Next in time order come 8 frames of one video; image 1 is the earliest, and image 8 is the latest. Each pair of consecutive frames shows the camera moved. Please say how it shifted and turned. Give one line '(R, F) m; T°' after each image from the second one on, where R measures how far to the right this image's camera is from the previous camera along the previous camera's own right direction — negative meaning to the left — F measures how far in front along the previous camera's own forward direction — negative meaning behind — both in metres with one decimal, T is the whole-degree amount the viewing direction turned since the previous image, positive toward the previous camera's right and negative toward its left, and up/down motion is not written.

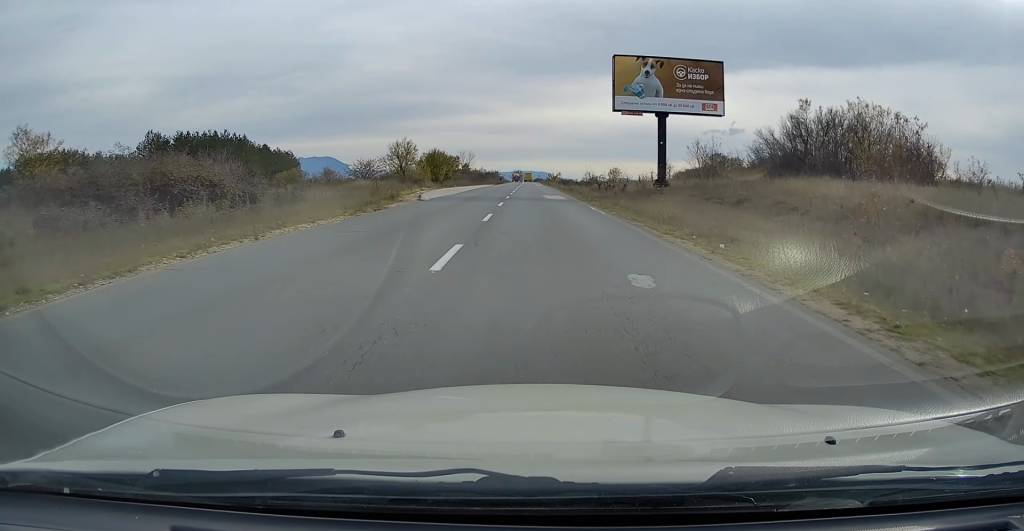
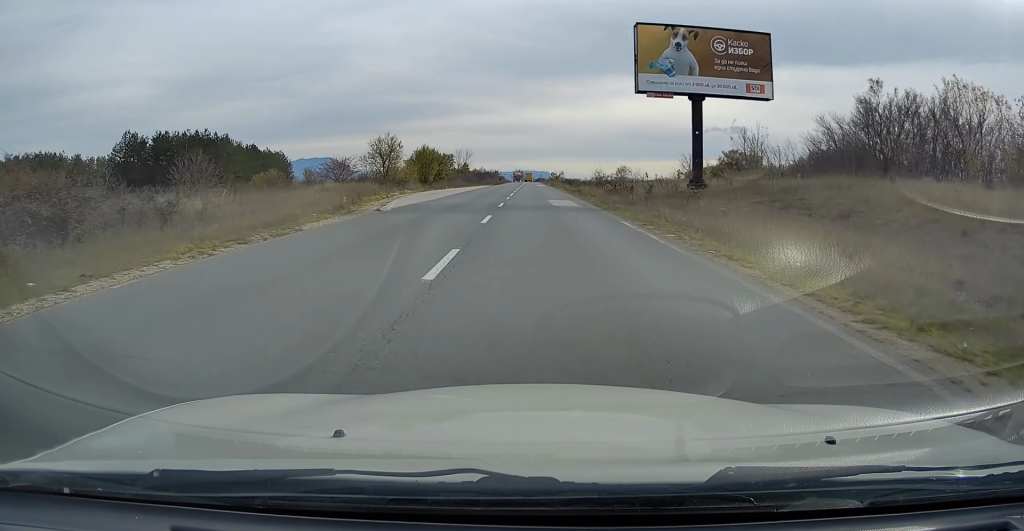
(-0.1, +9.8) m; 0°
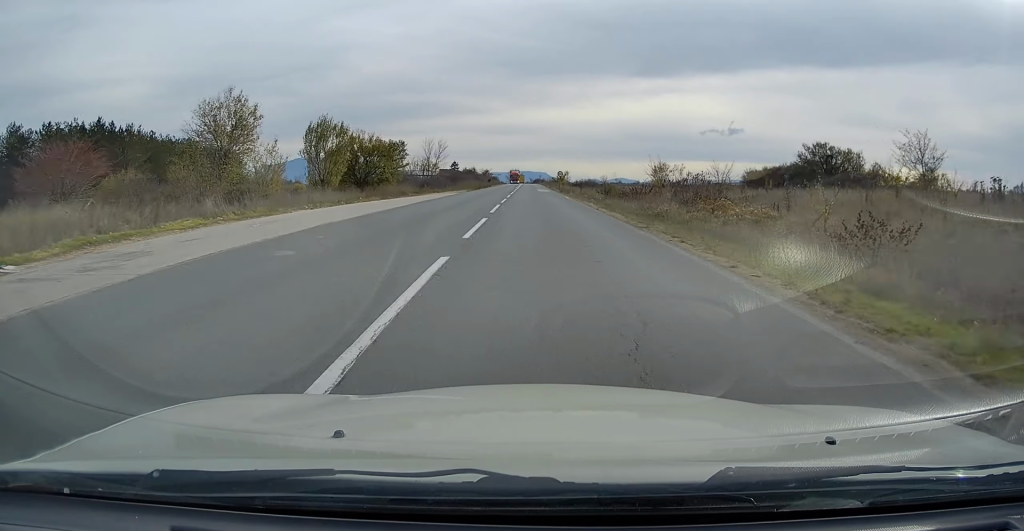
(-0.2, +36.9) m; 0°
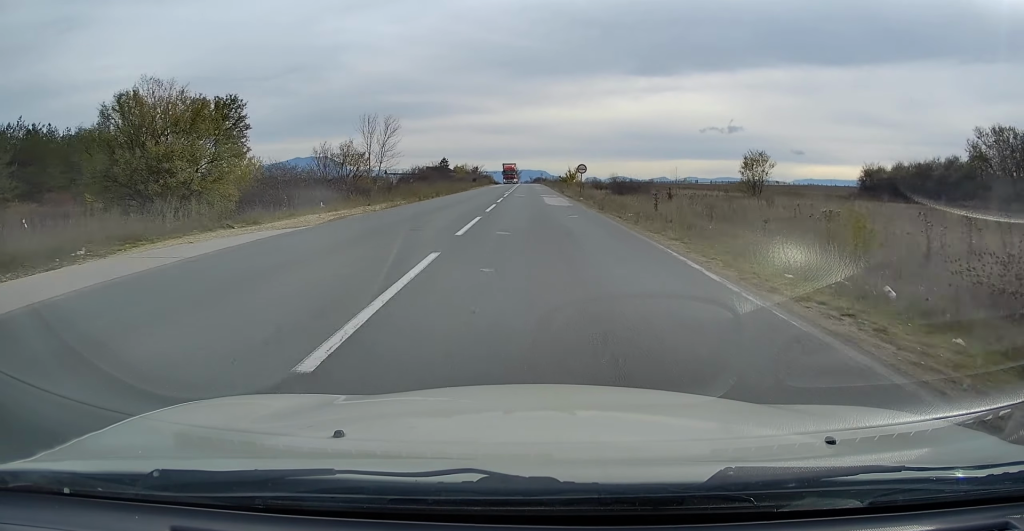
(+0.2, +35.4) m; 0°
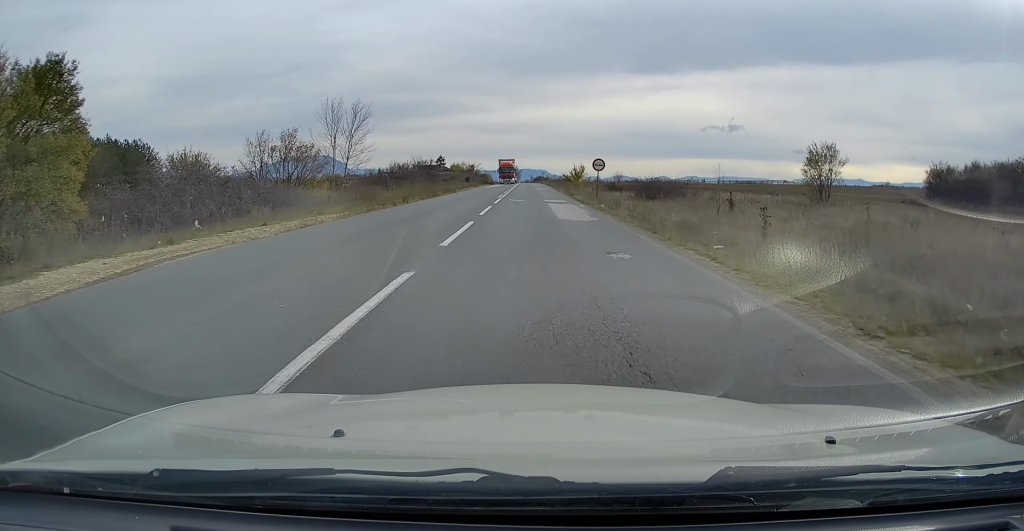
(0.0, +11.3) m; 0°
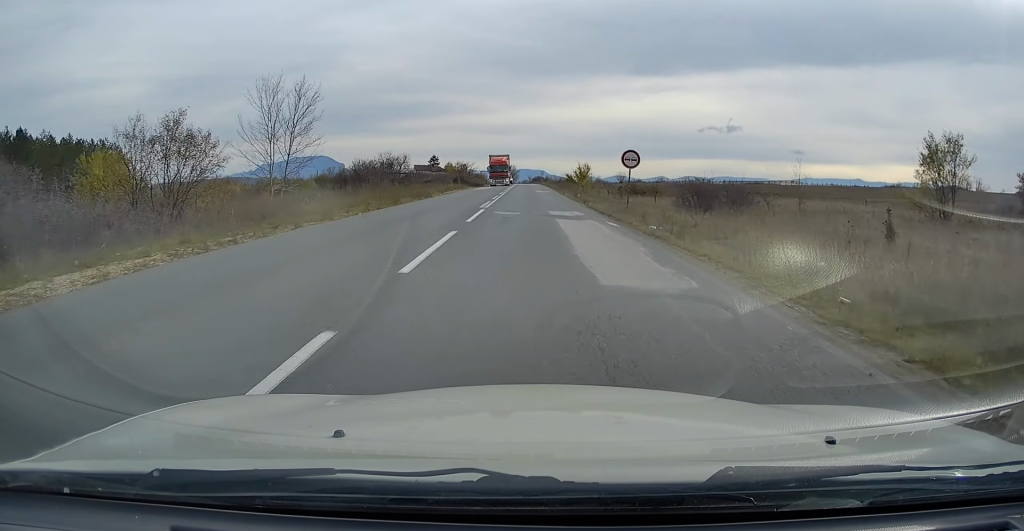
(0.0, +12.1) m; 0°
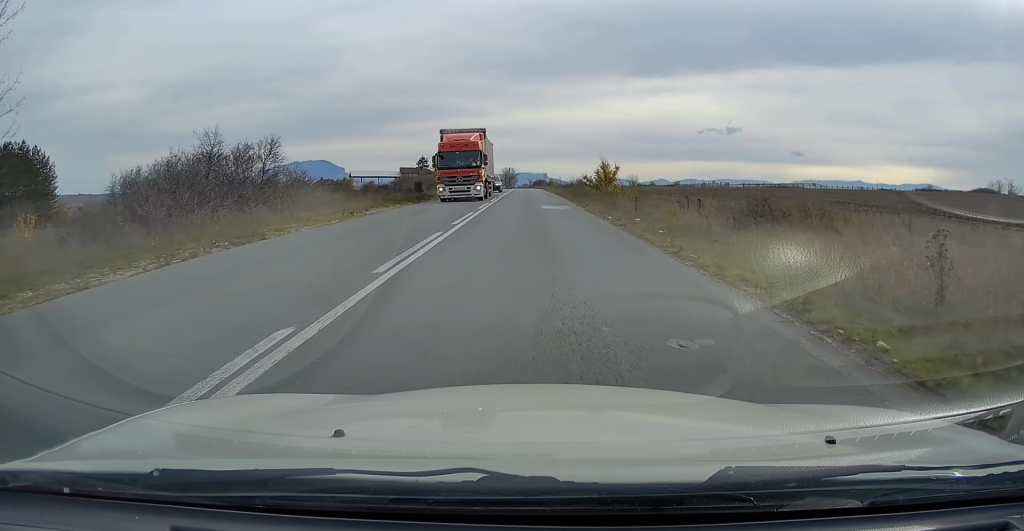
(0.0, +25.7) m; 0°
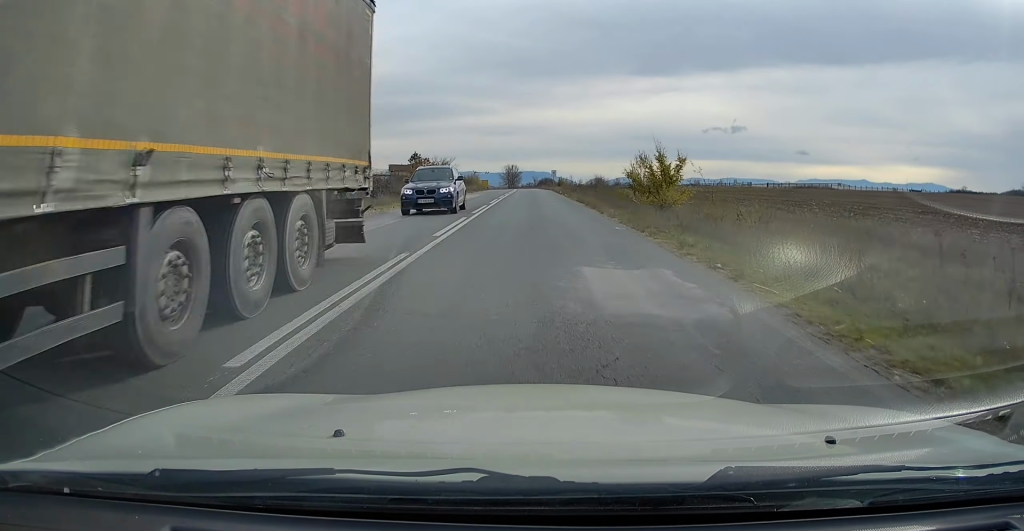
(0.0, +22.0) m; 0°
